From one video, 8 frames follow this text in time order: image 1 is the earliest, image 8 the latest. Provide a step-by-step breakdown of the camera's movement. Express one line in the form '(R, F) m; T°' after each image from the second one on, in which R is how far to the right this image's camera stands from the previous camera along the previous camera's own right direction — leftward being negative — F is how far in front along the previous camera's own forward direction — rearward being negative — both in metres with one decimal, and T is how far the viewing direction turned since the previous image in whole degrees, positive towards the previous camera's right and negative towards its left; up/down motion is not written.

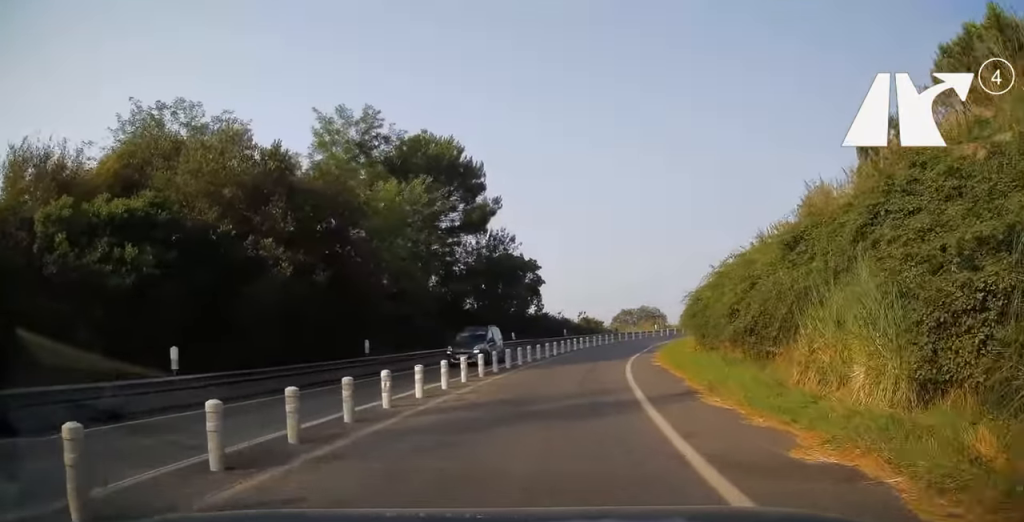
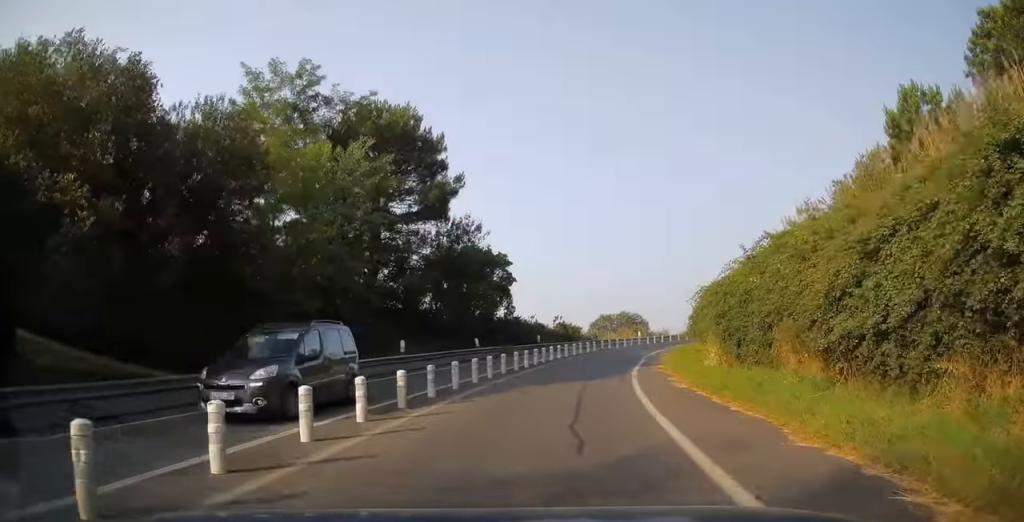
(0.0, +8.7) m; +2°
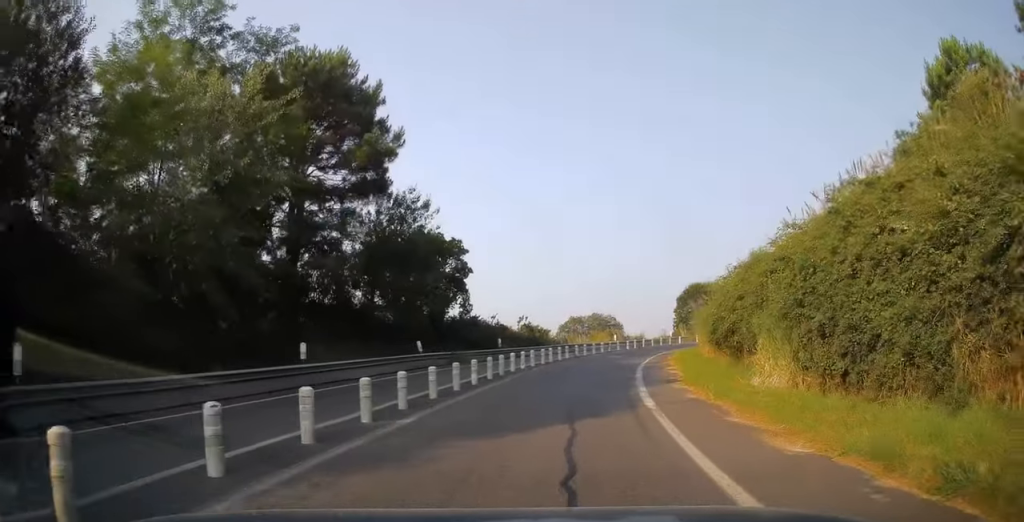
(+0.3, +9.4) m; +5°
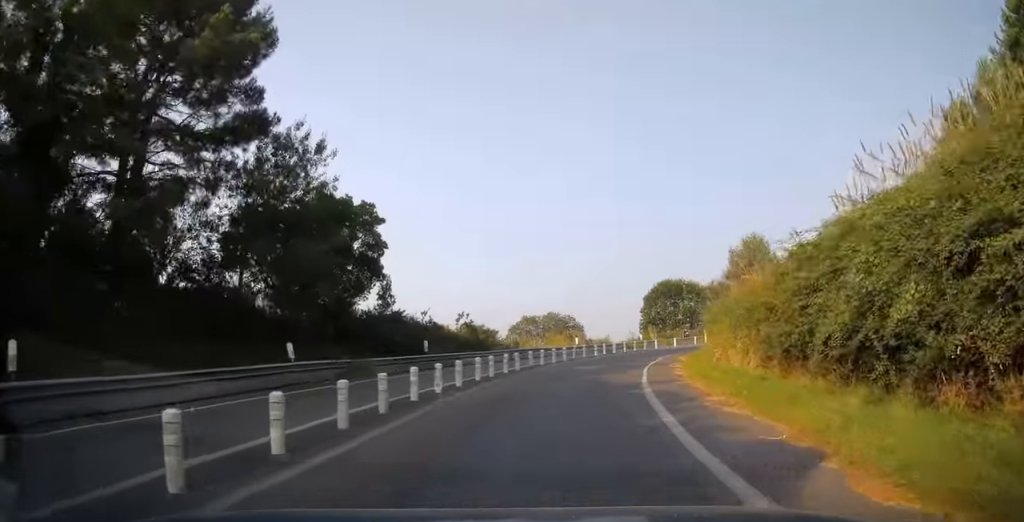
(+0.7, +12.3) m; +7°
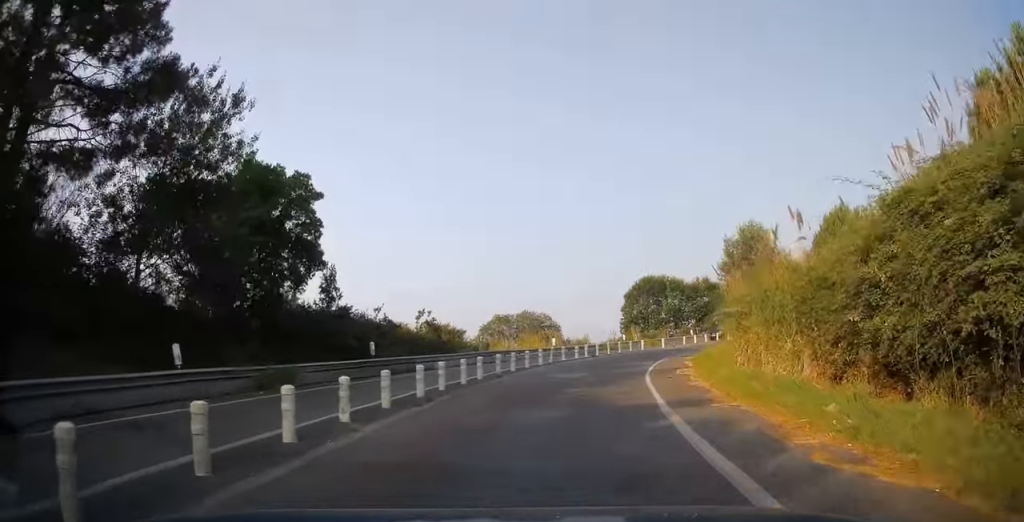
(+0.2, +6.0) m; +3°
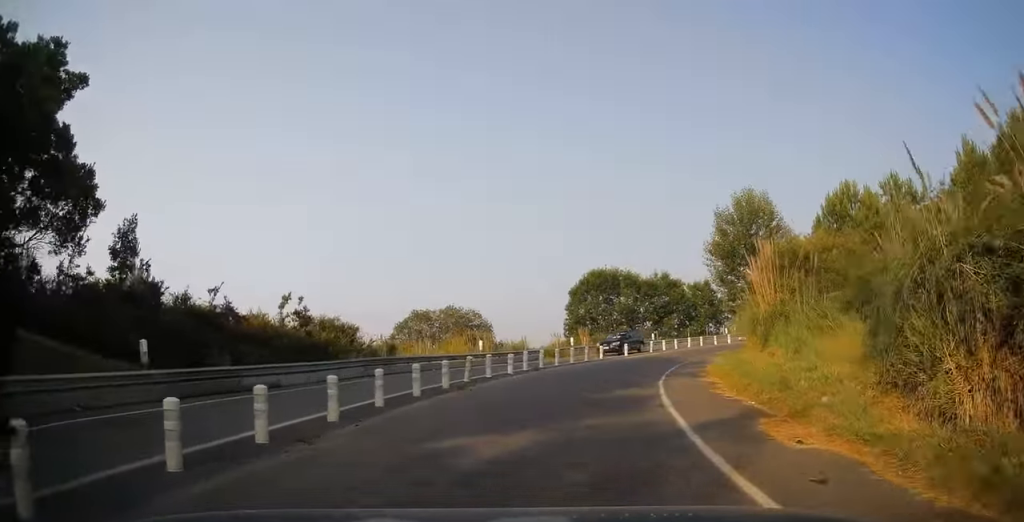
(+0.7, +12.8) m; +6°
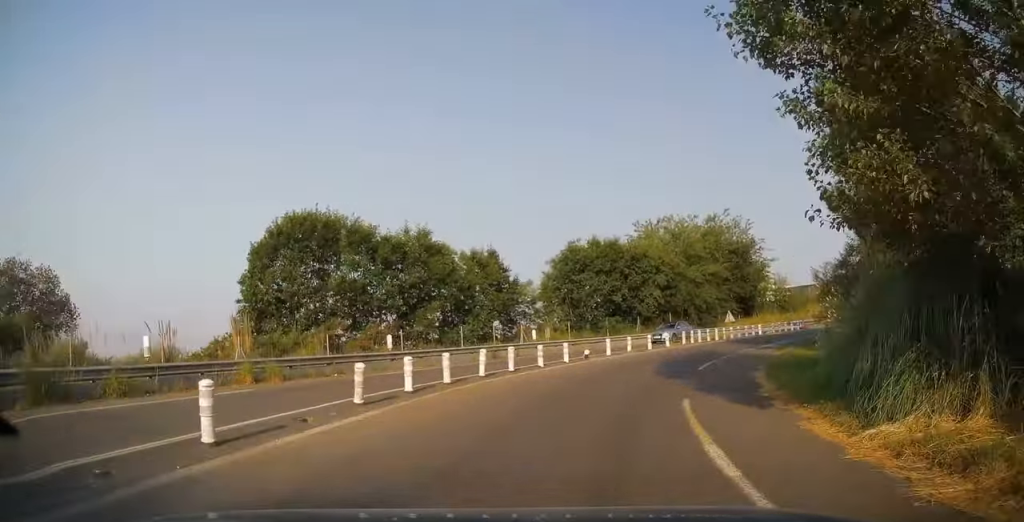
(+5.7, +31.5) m; +22°
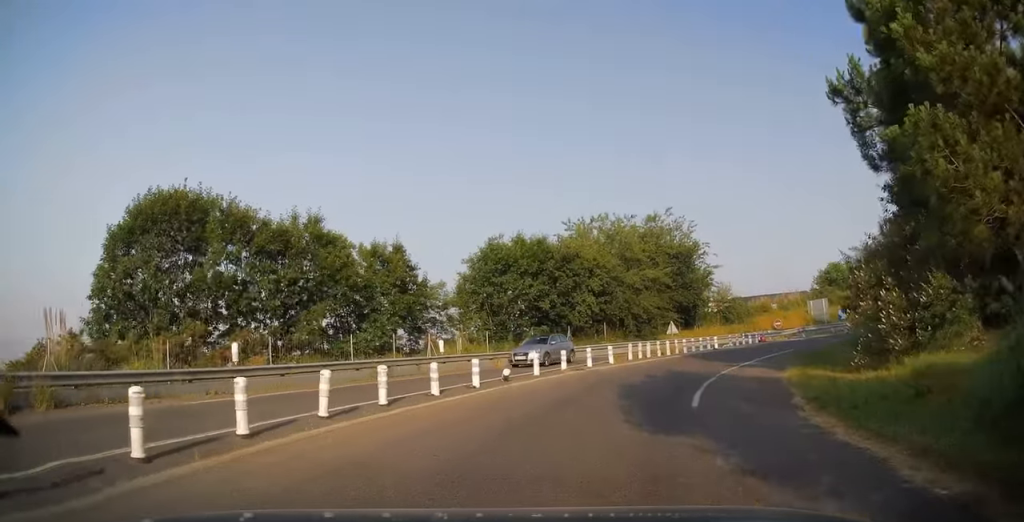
(+0.2, +7.6) m; +6°
